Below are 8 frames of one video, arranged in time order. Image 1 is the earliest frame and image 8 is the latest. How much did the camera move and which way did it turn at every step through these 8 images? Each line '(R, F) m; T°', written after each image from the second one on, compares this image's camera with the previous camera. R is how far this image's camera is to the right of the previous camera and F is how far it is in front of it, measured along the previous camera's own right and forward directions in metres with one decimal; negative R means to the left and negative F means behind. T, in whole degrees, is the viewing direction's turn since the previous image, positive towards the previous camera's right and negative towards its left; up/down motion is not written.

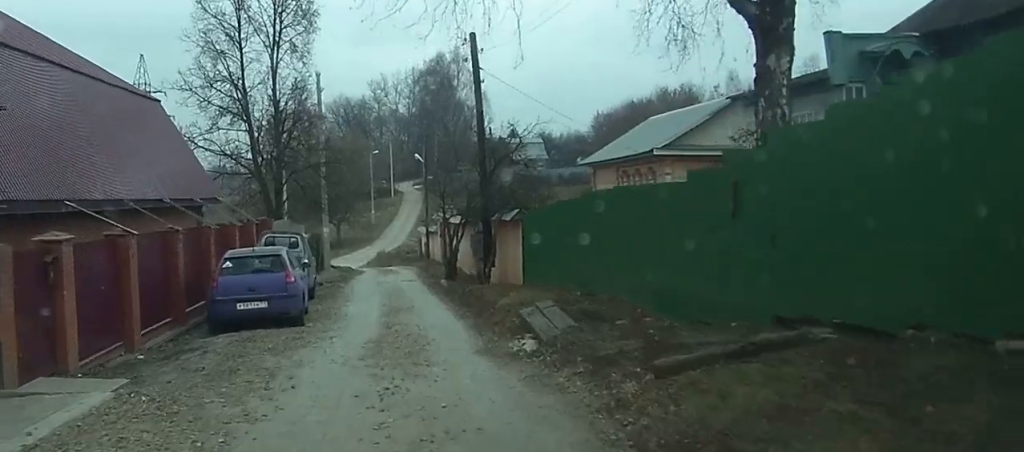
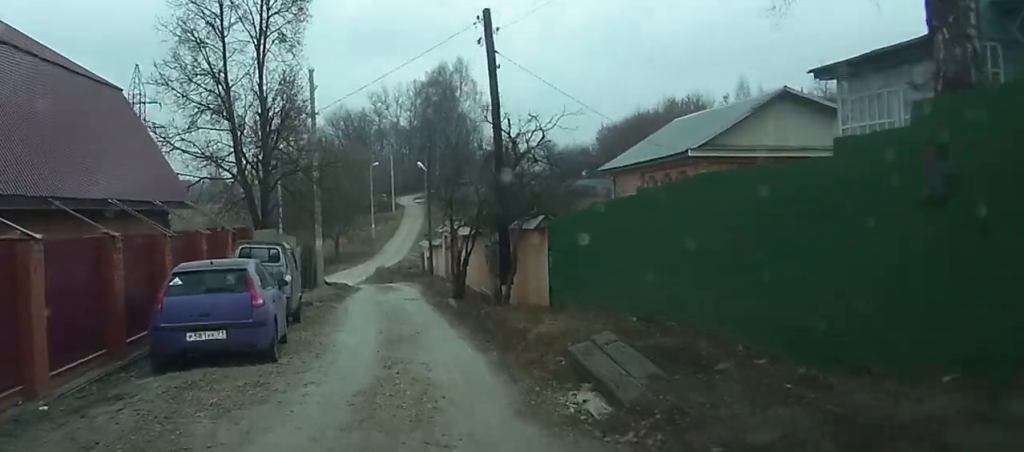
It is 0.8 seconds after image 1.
(0.0, +4.2) m; 0°
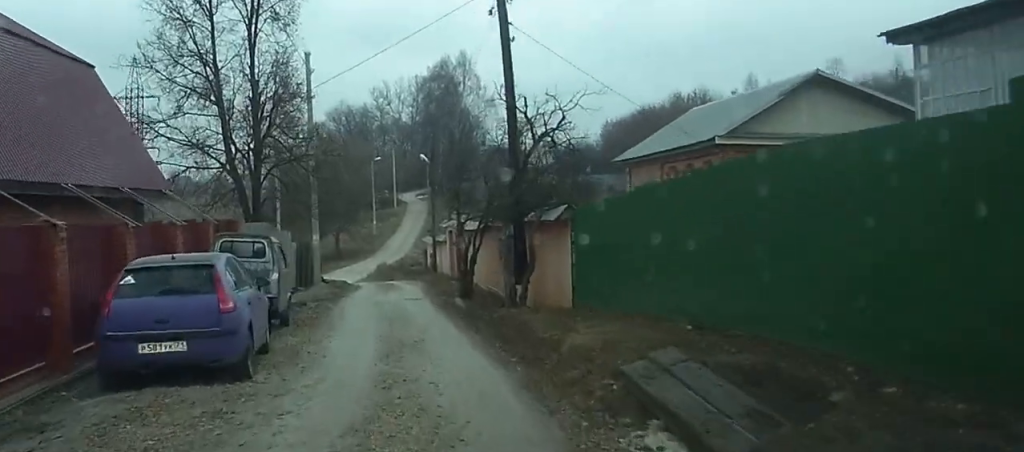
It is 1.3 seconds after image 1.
(0.0, +2.6) m; -1°
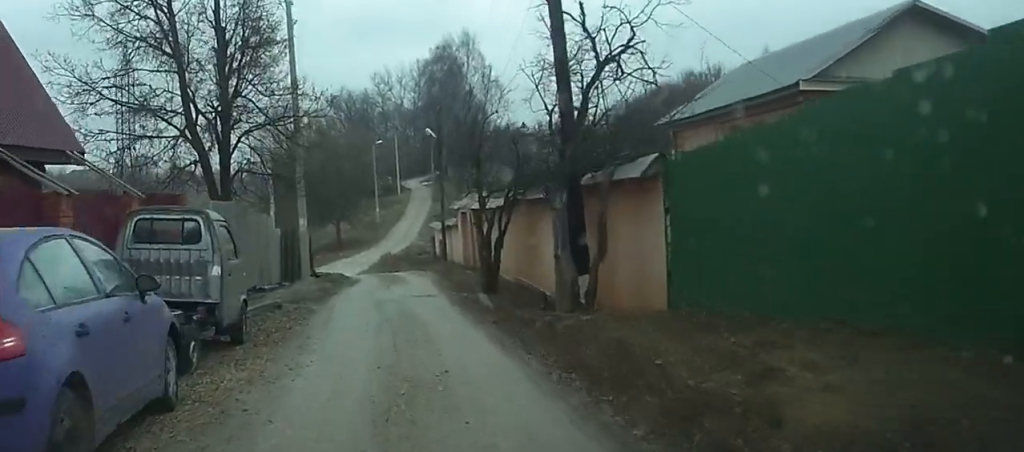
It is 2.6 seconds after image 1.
(-0.1, +6.0) m; -1°
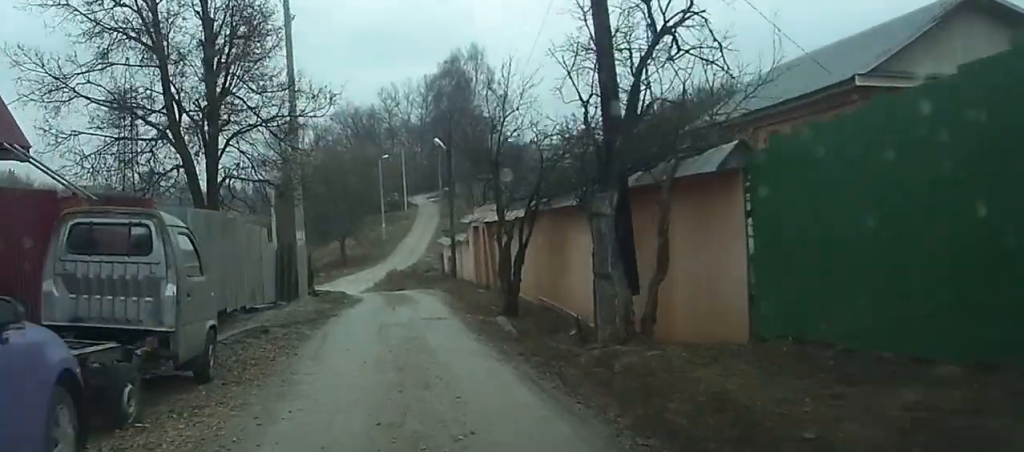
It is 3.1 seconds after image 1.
(0.0, +2.4) m; 0°
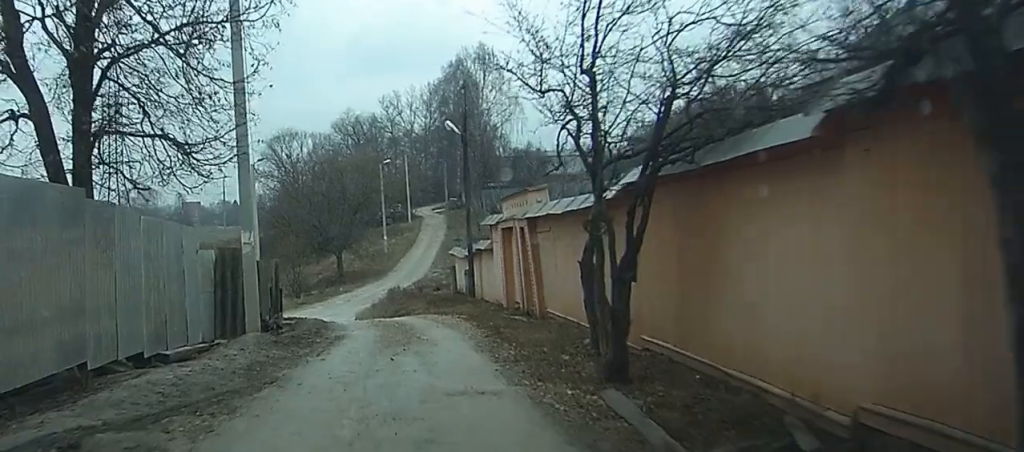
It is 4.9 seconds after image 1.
(-0.1, +8.1) m; -2°
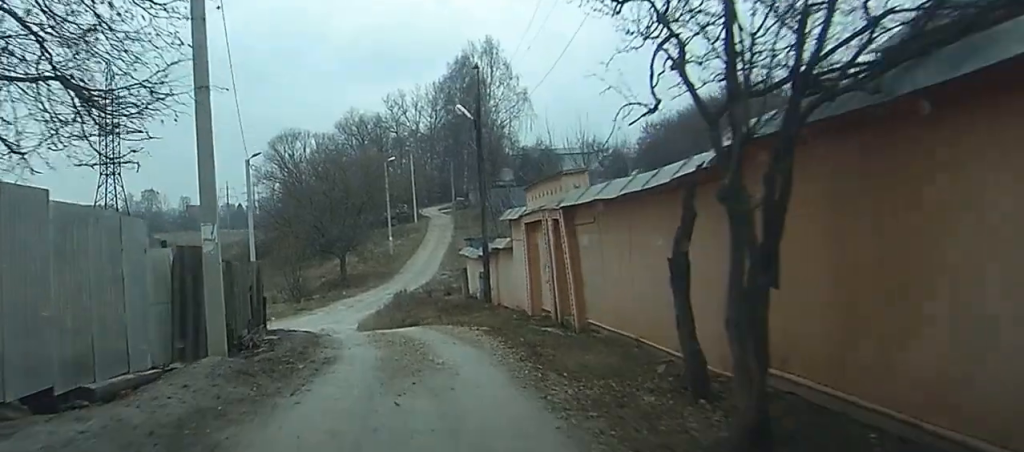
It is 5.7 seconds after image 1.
(0.0, +3.3) m; -1°
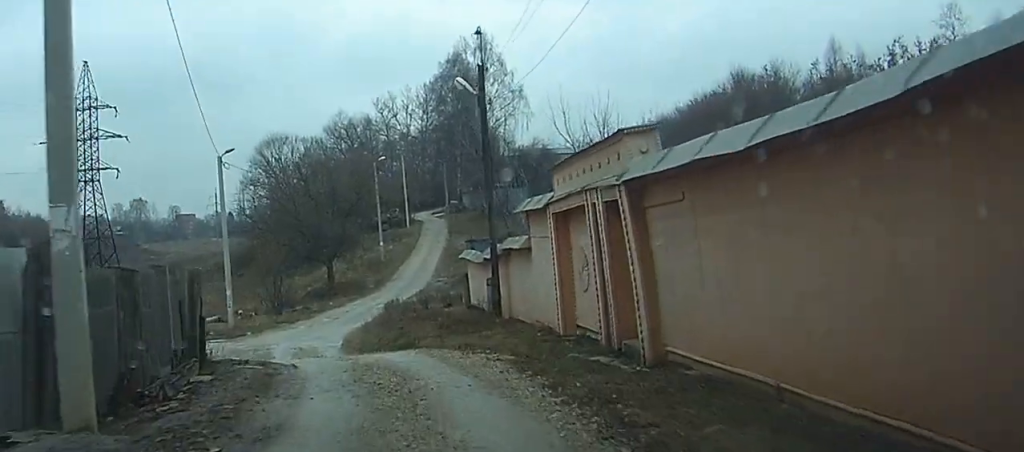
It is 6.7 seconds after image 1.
(-0.1, +4.8) m; 0°
